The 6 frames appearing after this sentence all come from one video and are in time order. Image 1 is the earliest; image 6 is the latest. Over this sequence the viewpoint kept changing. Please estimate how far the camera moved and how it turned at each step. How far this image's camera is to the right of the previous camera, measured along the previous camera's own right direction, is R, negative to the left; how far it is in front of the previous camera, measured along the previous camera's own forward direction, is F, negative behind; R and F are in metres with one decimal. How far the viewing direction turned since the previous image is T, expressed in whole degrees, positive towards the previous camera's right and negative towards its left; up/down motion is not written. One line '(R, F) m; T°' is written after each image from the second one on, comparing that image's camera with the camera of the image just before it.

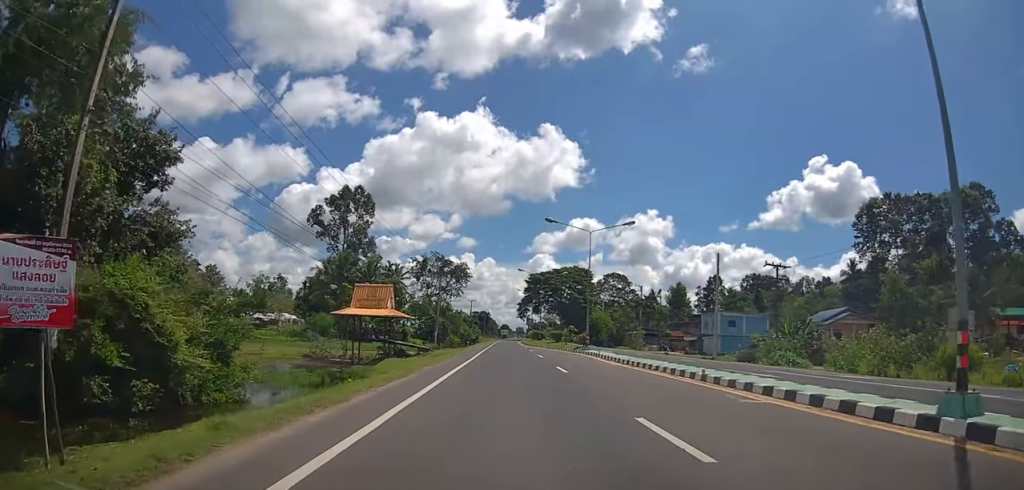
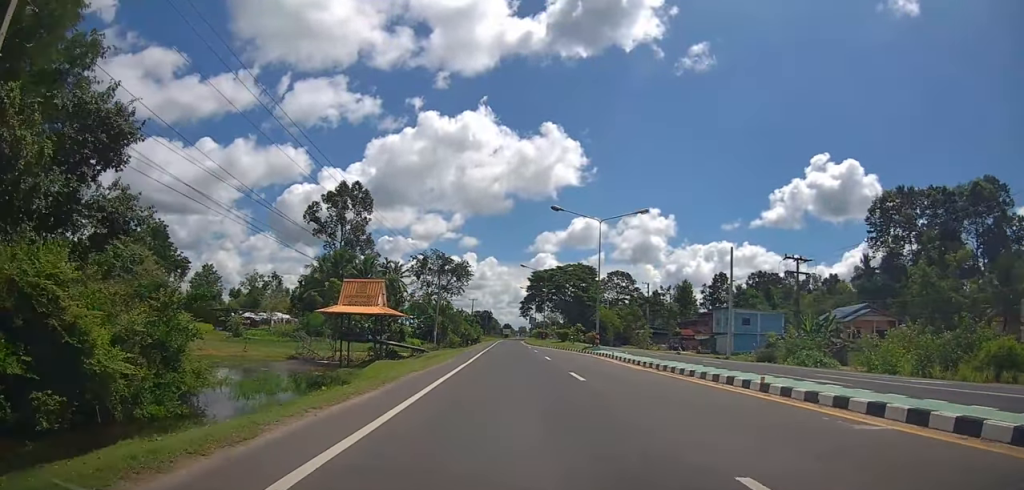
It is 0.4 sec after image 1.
(0.0, +3.6) m; 0°
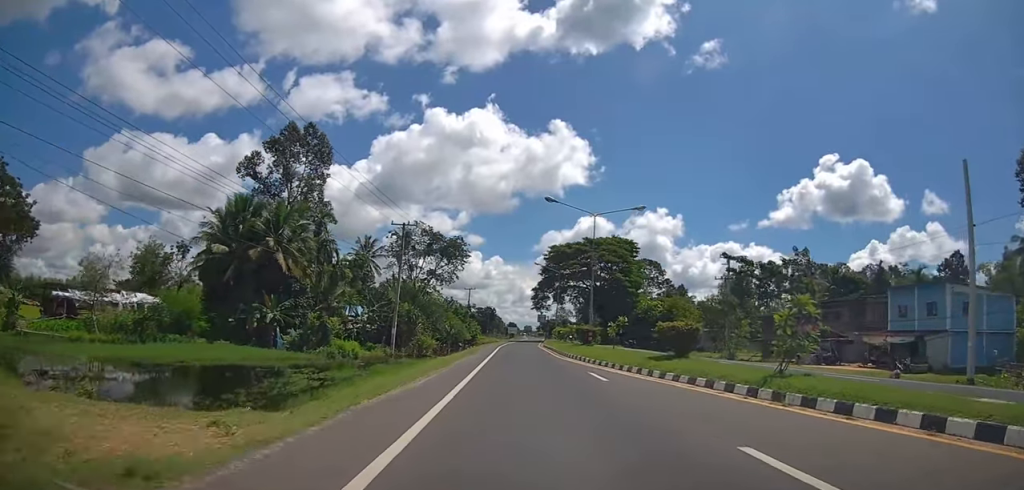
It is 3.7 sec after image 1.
(-1.6, +36.0) m; -2°
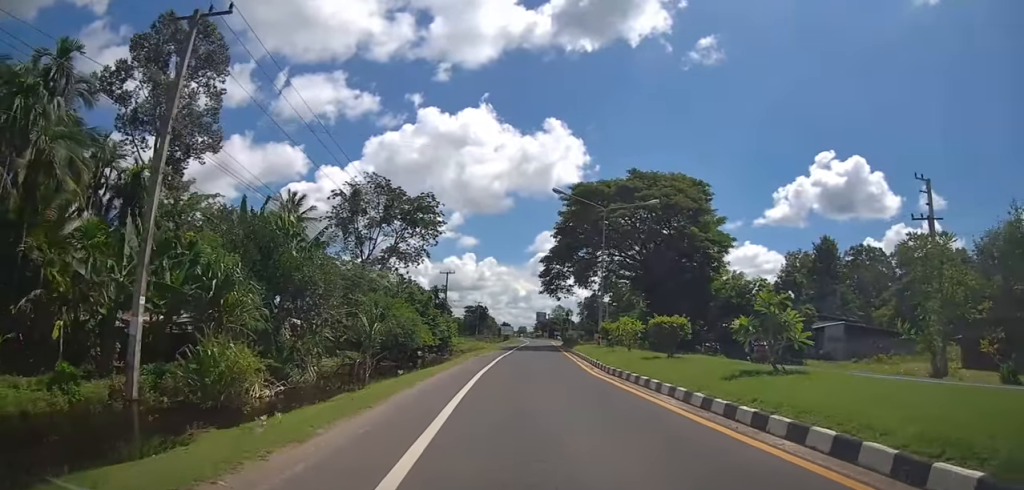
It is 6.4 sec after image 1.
(+0.9, +36.9) m; 0°
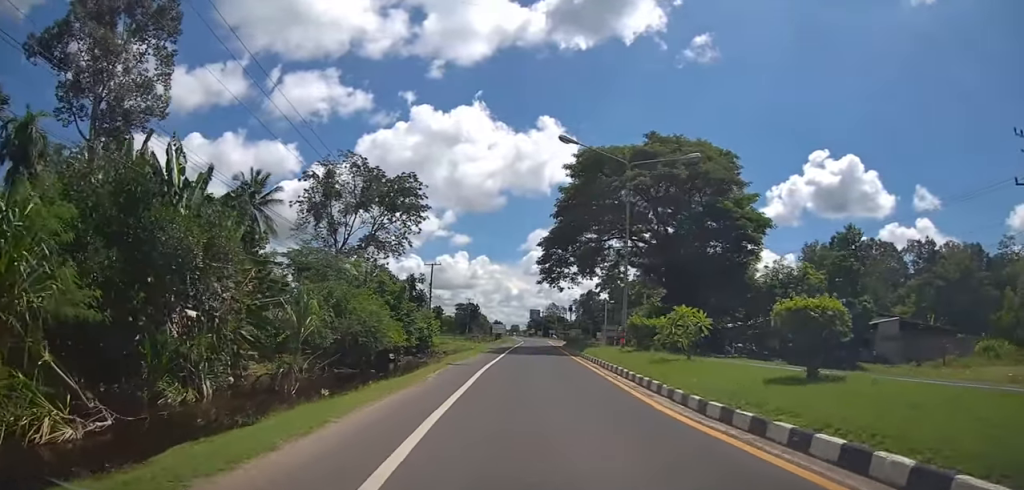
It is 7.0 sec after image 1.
(-0.4, +9.5) m; +1°
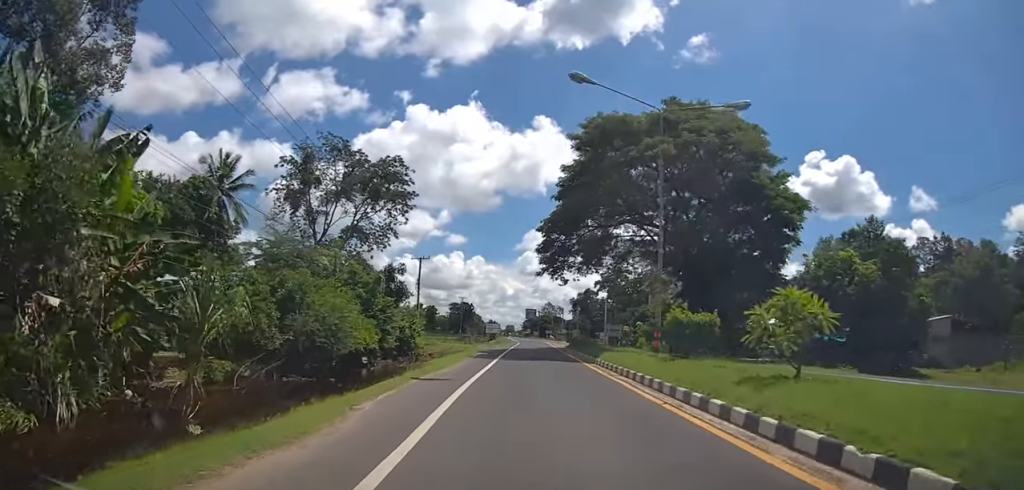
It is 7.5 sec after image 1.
(-0.1, +6.6) m; +1°
